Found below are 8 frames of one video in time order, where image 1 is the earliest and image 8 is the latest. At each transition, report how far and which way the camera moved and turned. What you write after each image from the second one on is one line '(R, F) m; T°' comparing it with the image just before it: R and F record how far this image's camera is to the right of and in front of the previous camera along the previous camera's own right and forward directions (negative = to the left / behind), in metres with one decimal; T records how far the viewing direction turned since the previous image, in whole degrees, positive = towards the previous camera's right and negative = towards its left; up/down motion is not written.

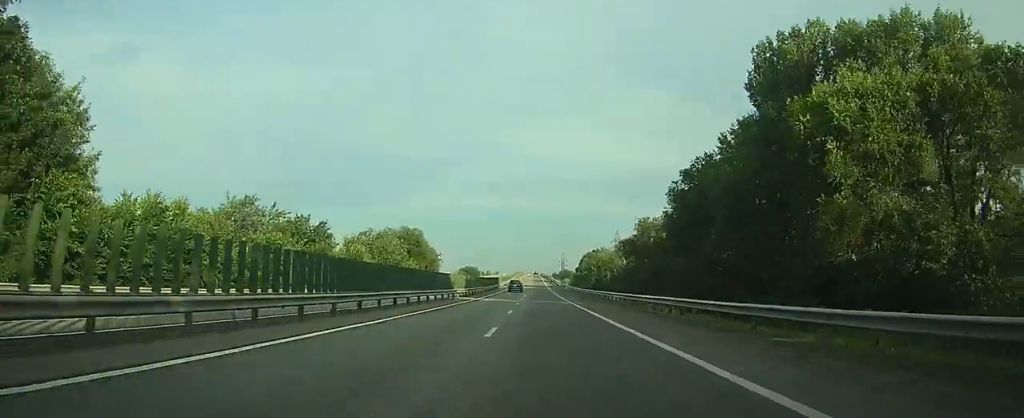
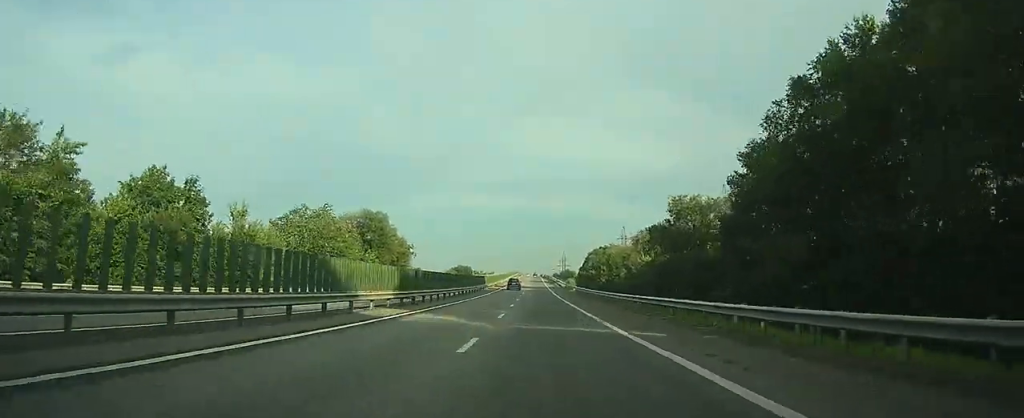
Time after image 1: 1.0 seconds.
(0.0, +27.5) m; 0°
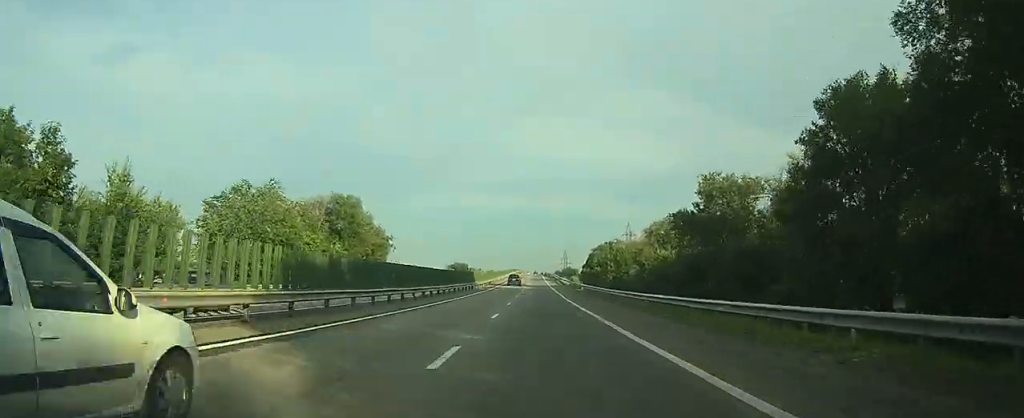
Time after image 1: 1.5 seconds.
(0.0, +14.7) m; 0°
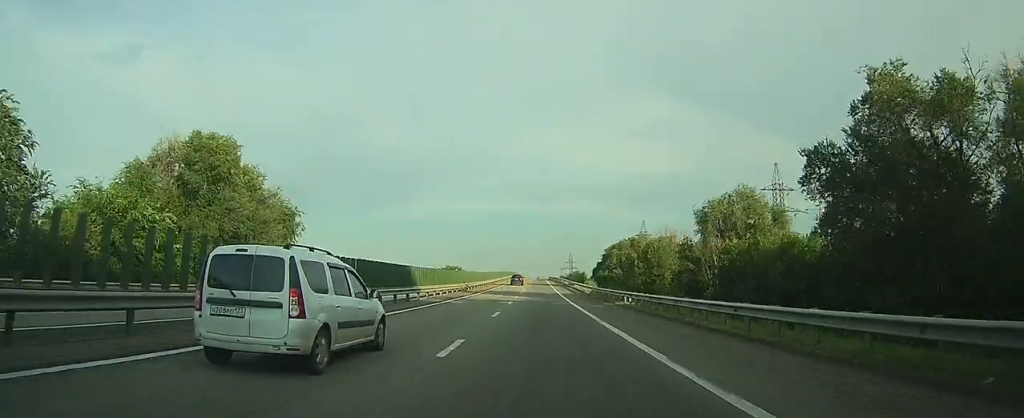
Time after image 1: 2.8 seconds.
(0.0, +34.9) m; 0°
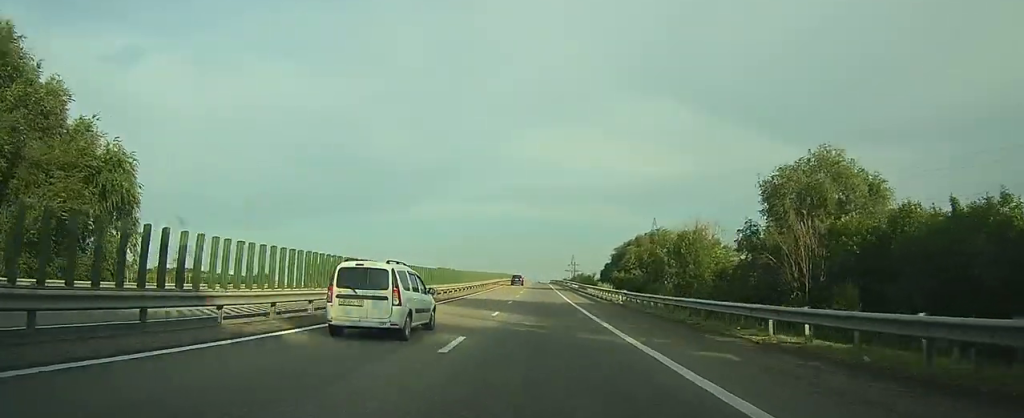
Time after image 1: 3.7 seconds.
(0.0, +23.8) m; 0°
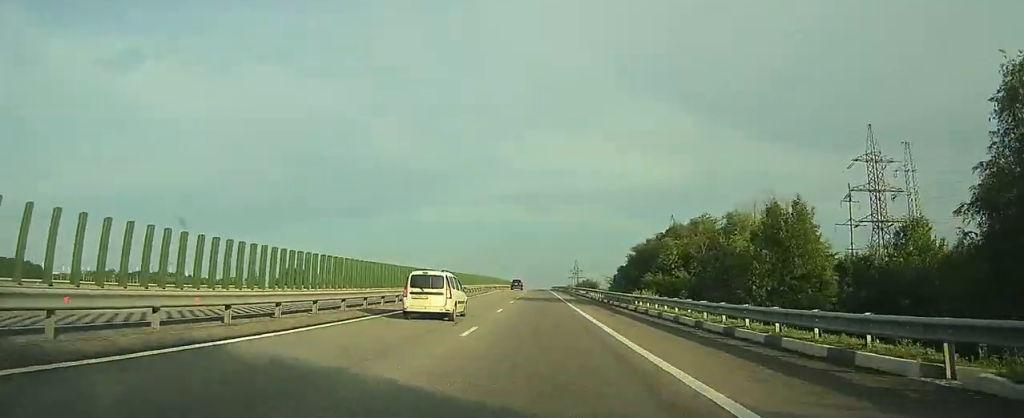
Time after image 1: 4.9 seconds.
(-0.2, +33.0) m; -1°
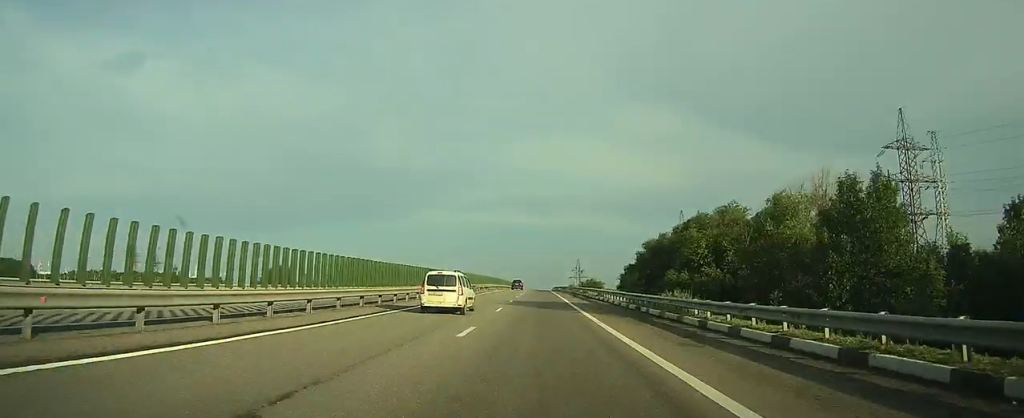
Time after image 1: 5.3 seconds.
(0.0, +12.8) m; 0°
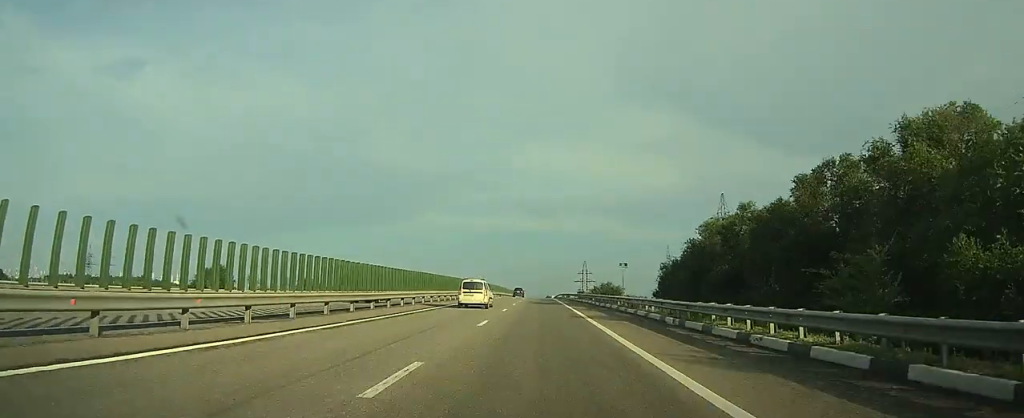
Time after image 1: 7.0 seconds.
(0.0, +44.5) m; 0°
